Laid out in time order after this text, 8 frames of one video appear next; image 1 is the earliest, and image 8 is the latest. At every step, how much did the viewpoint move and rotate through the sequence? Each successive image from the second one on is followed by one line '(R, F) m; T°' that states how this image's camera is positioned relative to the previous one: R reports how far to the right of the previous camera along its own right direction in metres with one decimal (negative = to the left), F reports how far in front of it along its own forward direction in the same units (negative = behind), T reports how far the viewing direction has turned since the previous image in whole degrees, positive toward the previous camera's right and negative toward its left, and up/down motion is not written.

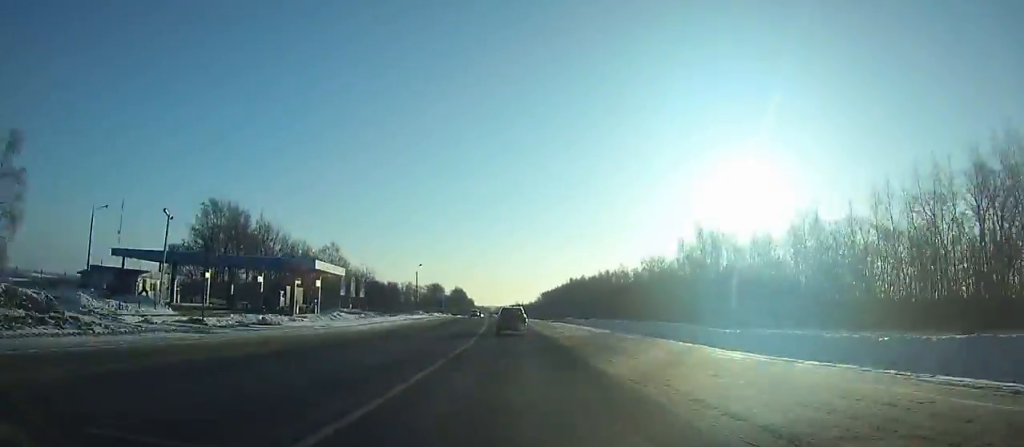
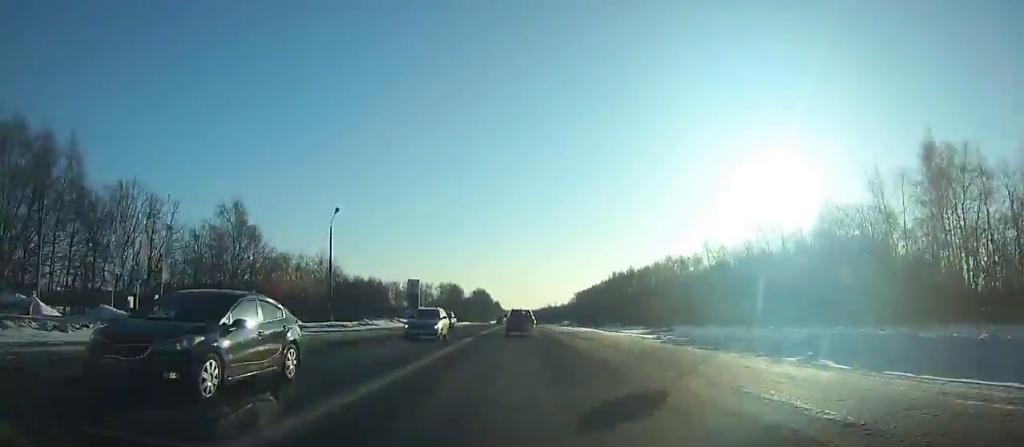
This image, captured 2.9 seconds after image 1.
(-1.4, +66.3) m; -2°
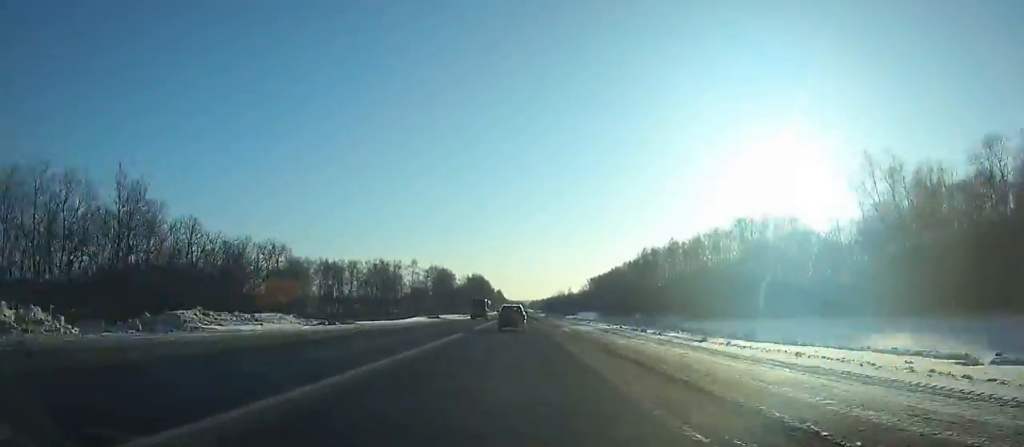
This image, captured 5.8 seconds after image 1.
(-1.1, +67.4) m; -1°
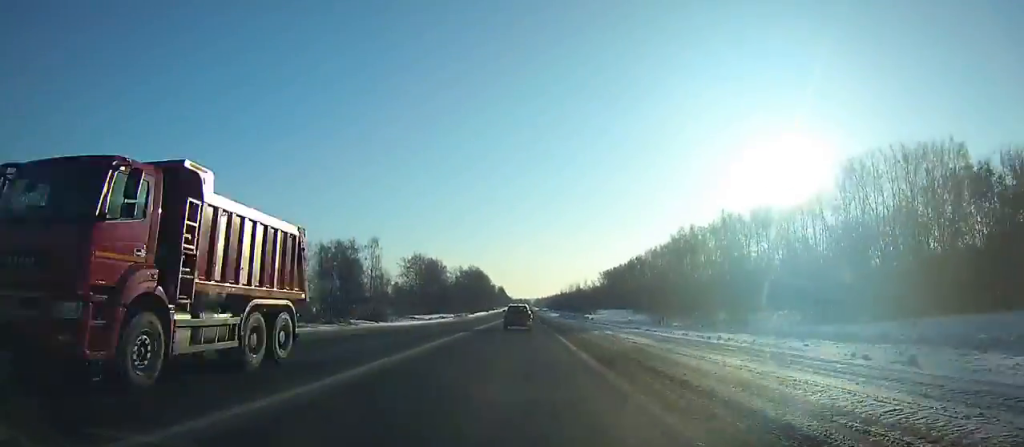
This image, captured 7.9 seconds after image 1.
(-0.2, +49.4) m; 0°
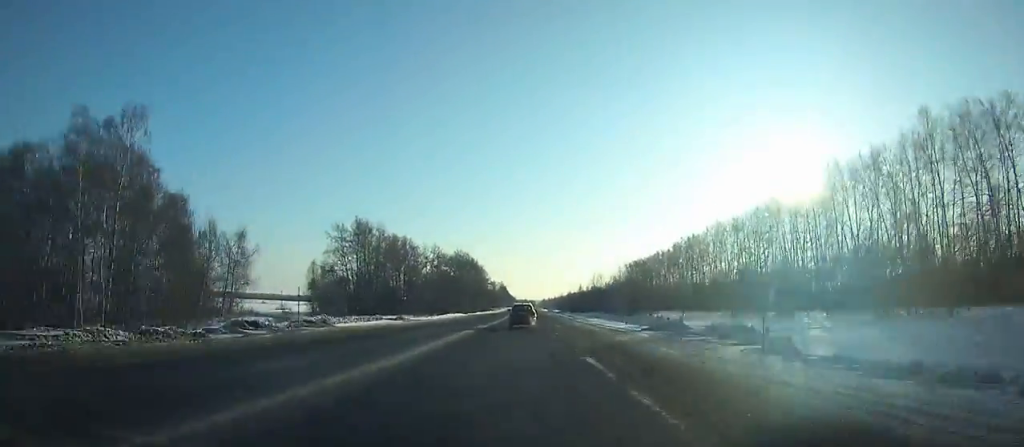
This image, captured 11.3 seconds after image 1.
(-0.2, +80.3) m; 0°
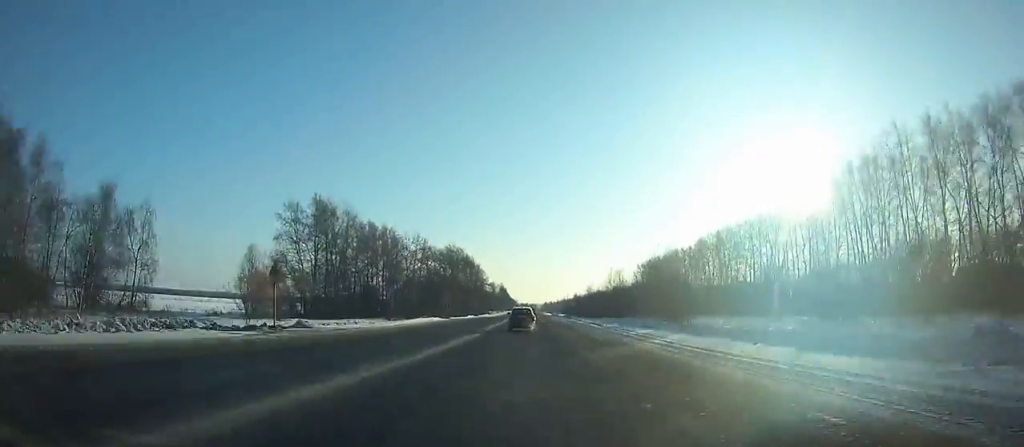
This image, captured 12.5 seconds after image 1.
(0.0, +28.3) m; 0°
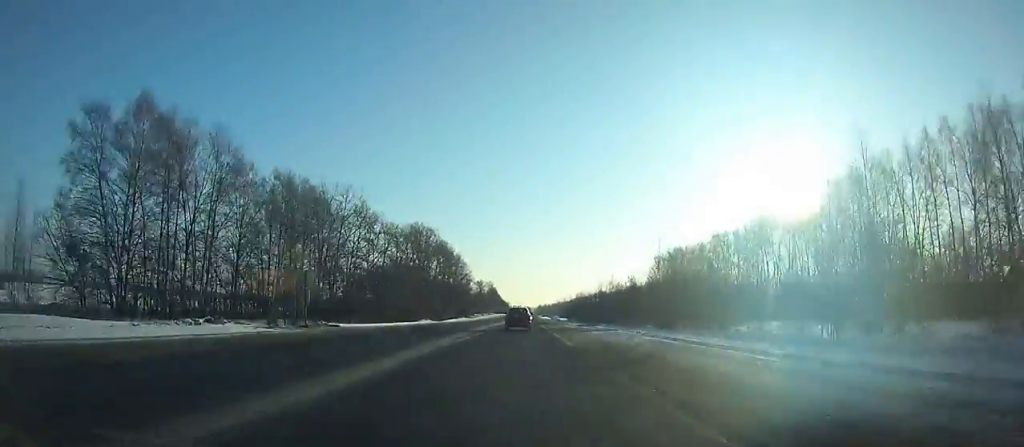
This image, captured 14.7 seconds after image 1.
(0.0, +51.9) m; 0°
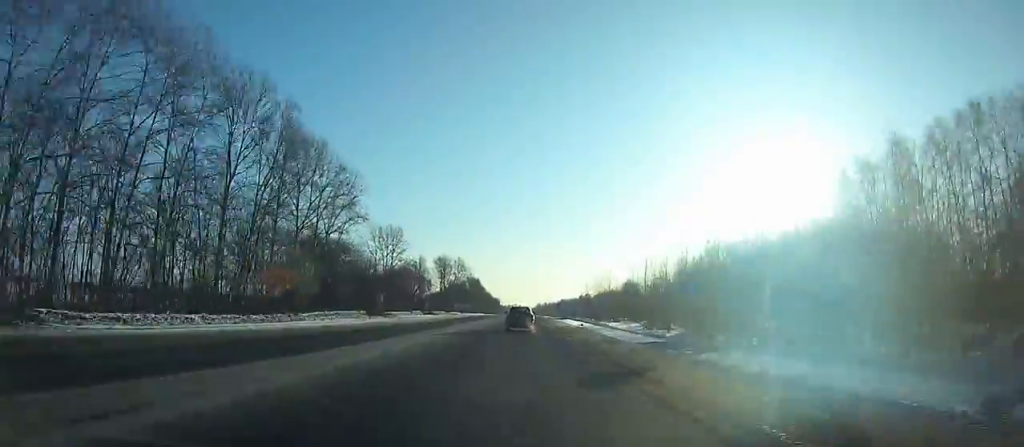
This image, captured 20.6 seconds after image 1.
(+0.9, +137.9) m; 0°
